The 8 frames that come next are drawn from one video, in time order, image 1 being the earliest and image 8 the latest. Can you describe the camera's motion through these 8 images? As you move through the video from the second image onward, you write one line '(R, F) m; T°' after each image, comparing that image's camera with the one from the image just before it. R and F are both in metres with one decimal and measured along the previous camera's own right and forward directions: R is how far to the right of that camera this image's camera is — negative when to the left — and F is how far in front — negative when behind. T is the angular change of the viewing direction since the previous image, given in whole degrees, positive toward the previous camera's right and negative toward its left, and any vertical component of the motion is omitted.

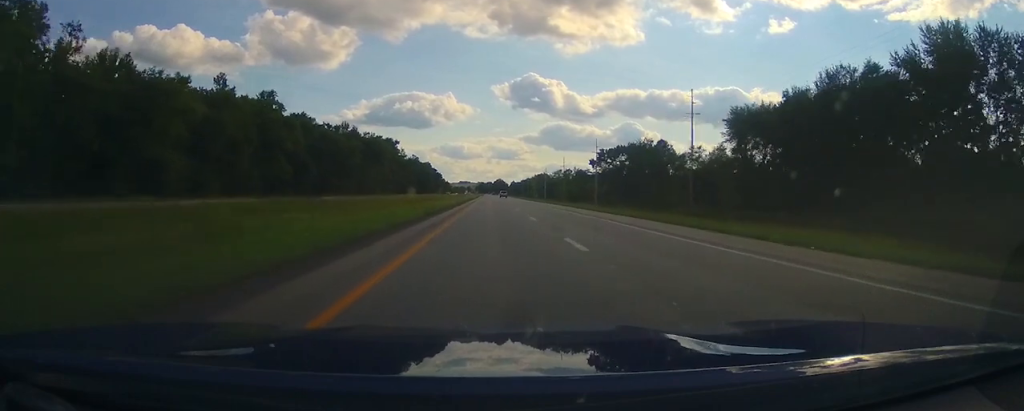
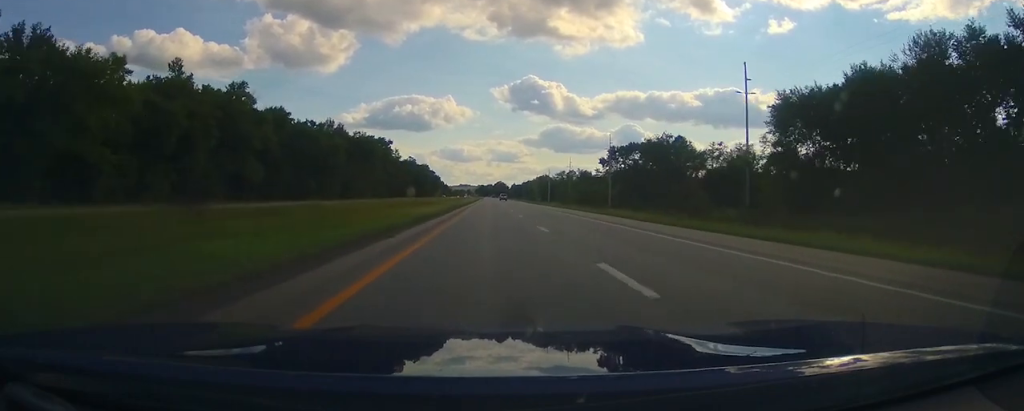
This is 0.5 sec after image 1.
(0.0, +17.4) m; 0°
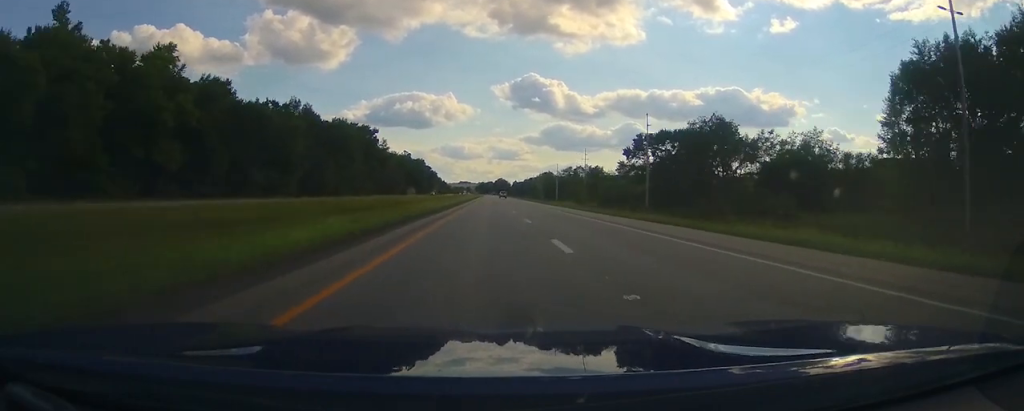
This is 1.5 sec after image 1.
(-0.2, +31.6) m; 0°
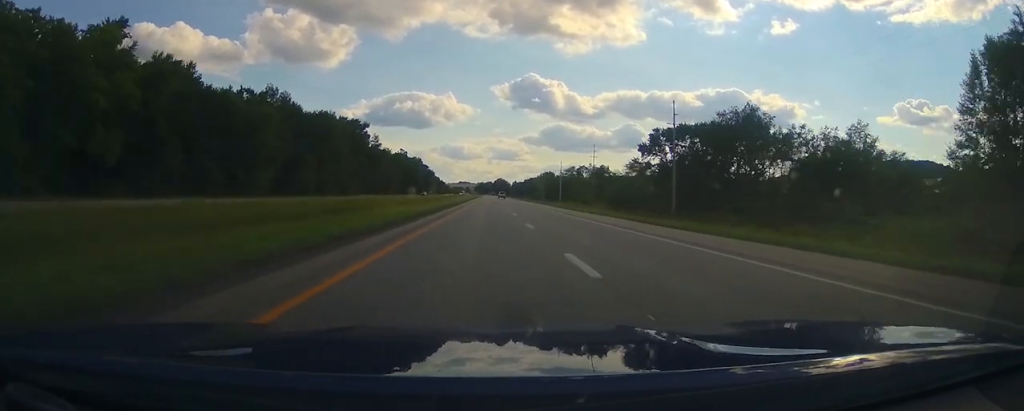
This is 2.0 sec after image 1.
(0.0, +15.2) m; 0°
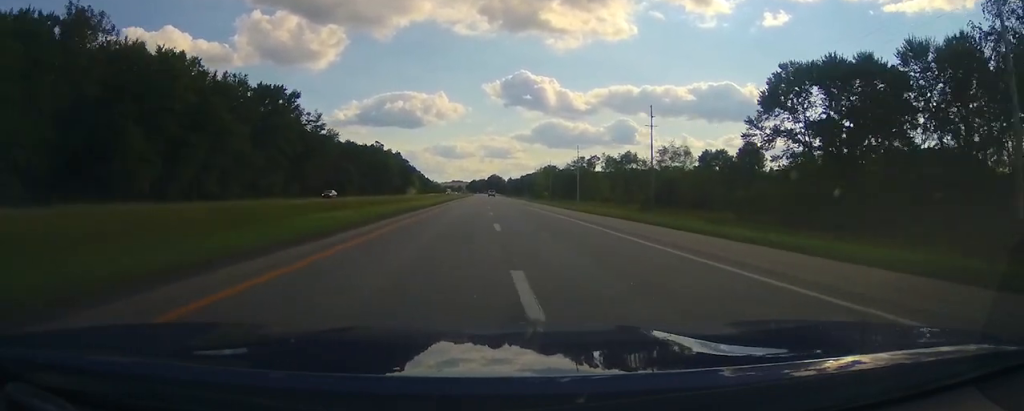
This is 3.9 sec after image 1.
(0.0, +63.2) m; -1°
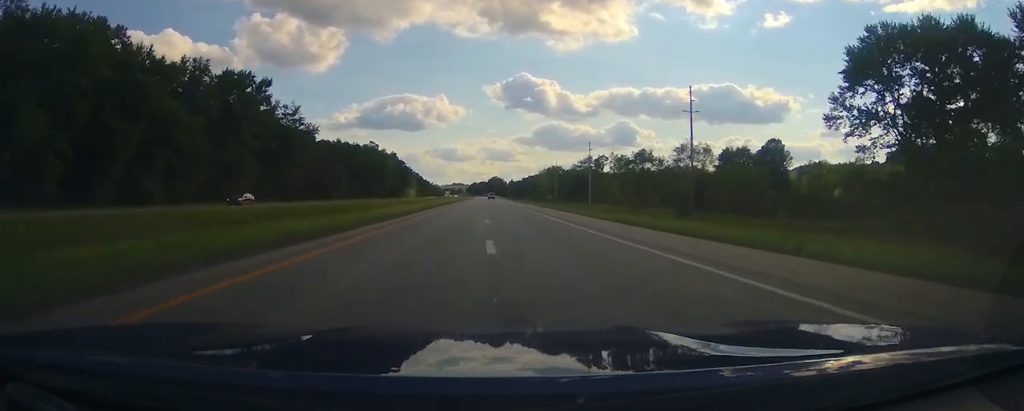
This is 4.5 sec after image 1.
(-0.1, +18.6) m; 0°
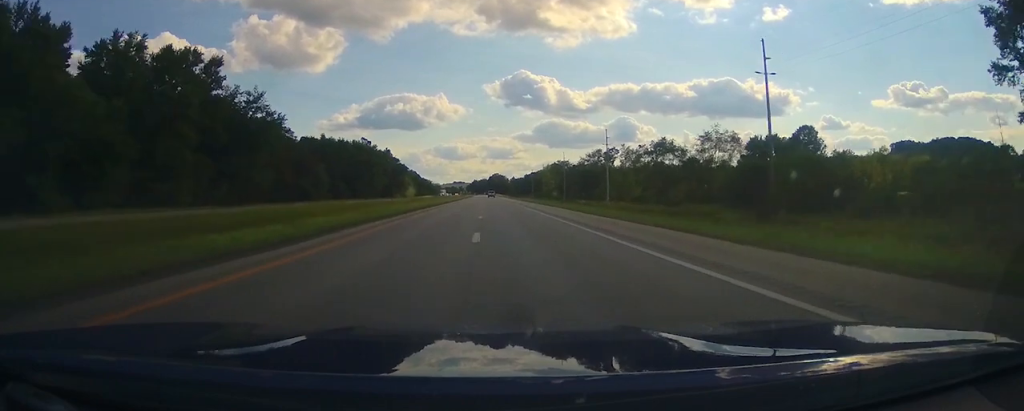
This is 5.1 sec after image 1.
(-0.2, +22.0) m; 0°
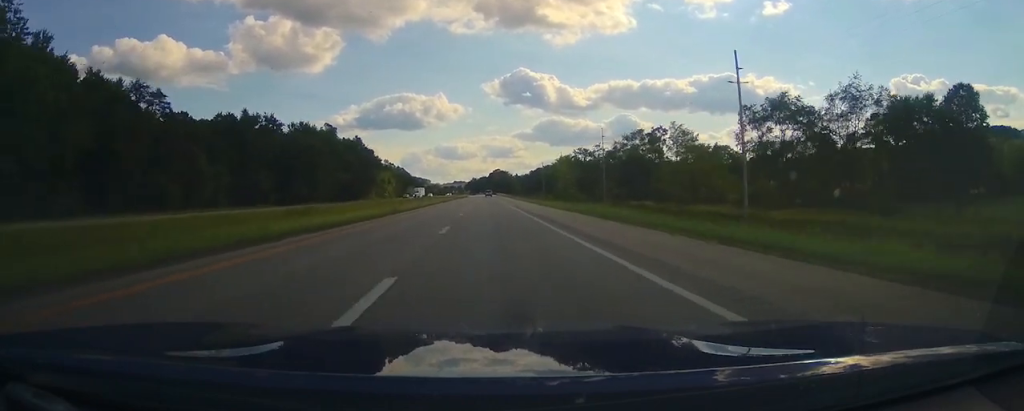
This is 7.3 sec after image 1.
(0.0, +70.4) m; 0°
